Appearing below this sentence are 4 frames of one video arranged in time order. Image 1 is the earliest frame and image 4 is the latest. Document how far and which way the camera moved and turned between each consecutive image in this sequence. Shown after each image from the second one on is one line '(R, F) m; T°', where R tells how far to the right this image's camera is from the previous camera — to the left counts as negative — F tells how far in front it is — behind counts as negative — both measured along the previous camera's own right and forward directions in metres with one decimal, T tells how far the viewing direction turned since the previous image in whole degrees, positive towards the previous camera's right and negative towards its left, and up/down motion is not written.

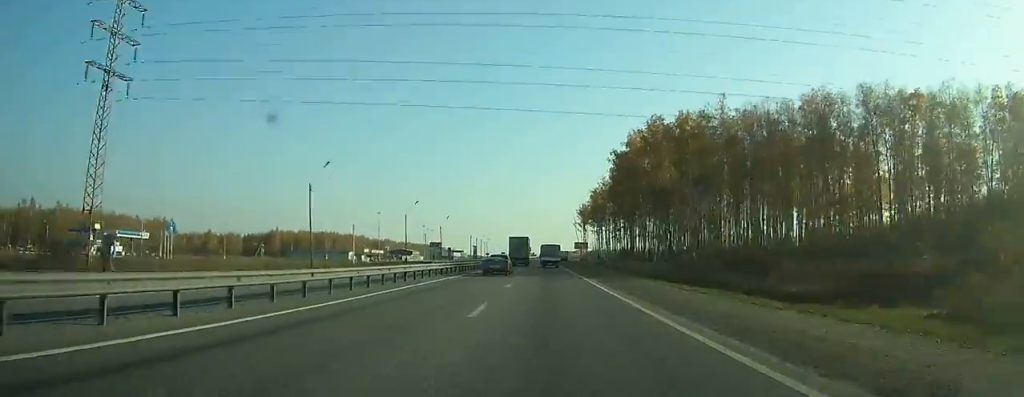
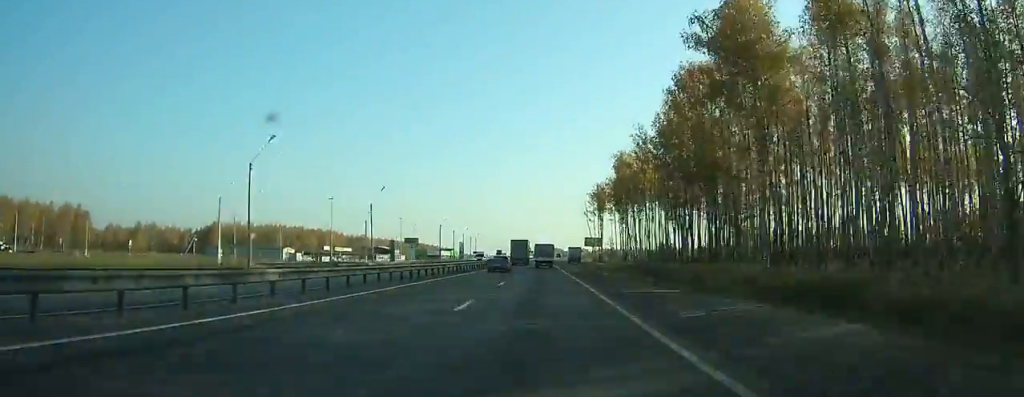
(+0.4, +59.0) m; 0°
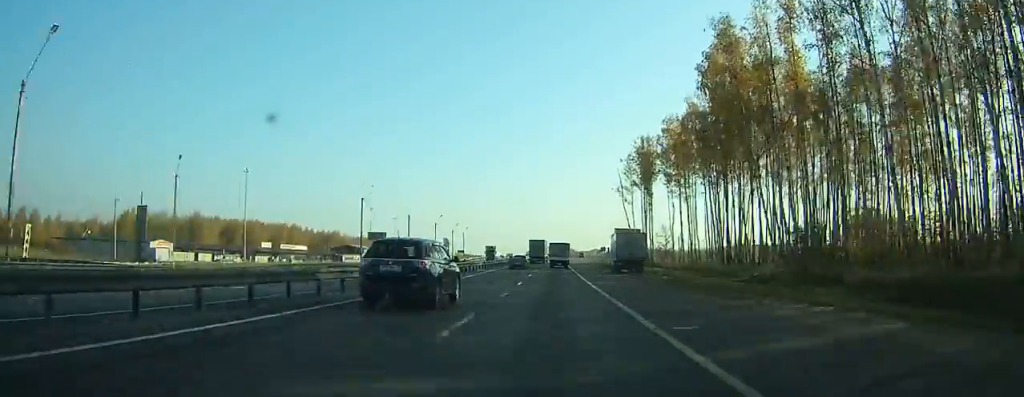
(-0.2, +64.1) m; -1°
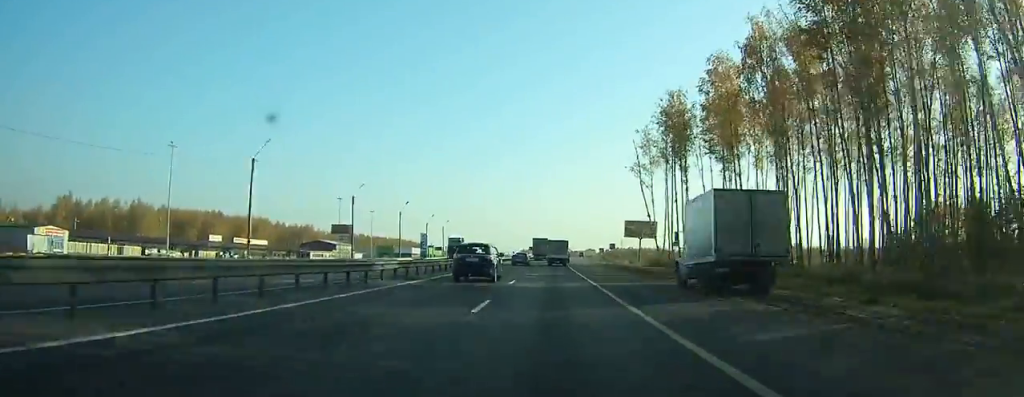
(-0.1, +27.6) m; 0°
